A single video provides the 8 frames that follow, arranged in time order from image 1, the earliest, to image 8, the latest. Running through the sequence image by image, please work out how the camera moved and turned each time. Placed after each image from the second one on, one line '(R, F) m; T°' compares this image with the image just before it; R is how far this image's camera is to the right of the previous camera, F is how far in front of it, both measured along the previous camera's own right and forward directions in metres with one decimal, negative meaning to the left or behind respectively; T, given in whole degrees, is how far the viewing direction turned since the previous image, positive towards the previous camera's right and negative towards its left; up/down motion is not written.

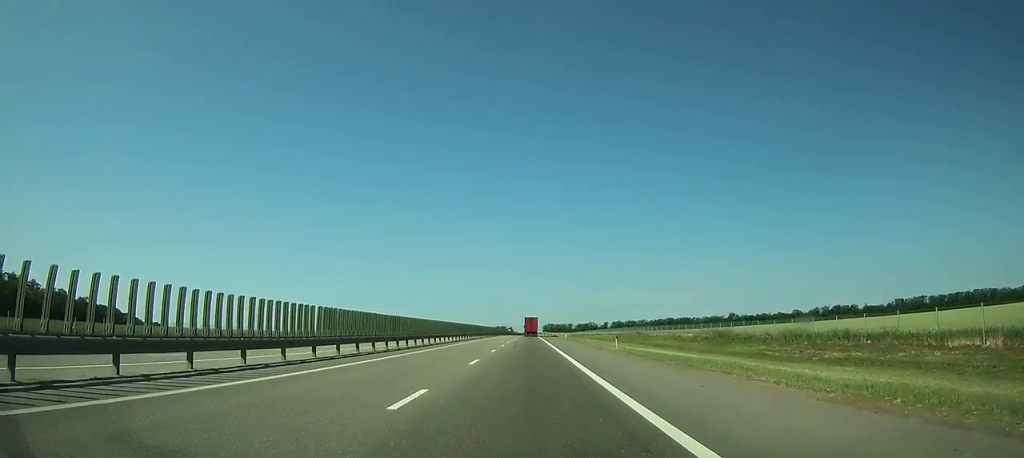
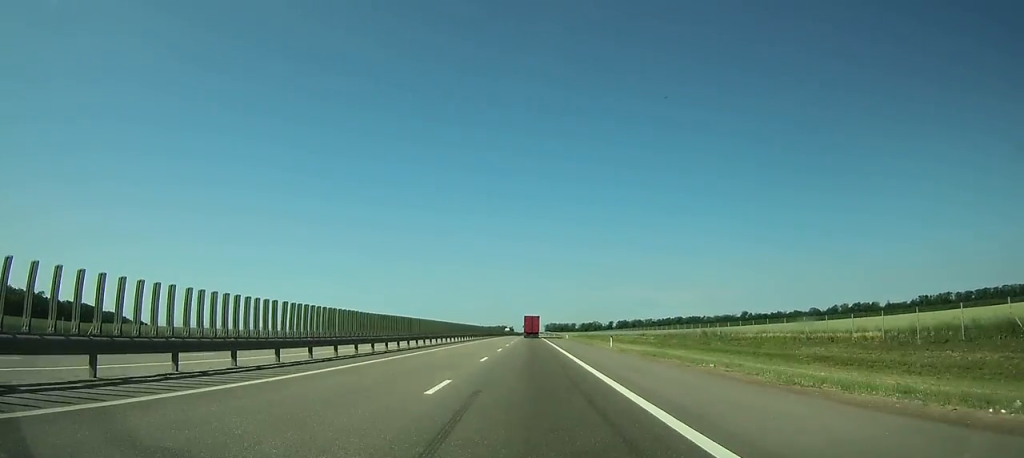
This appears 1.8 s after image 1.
(+0.2, +45.6) m; 0°
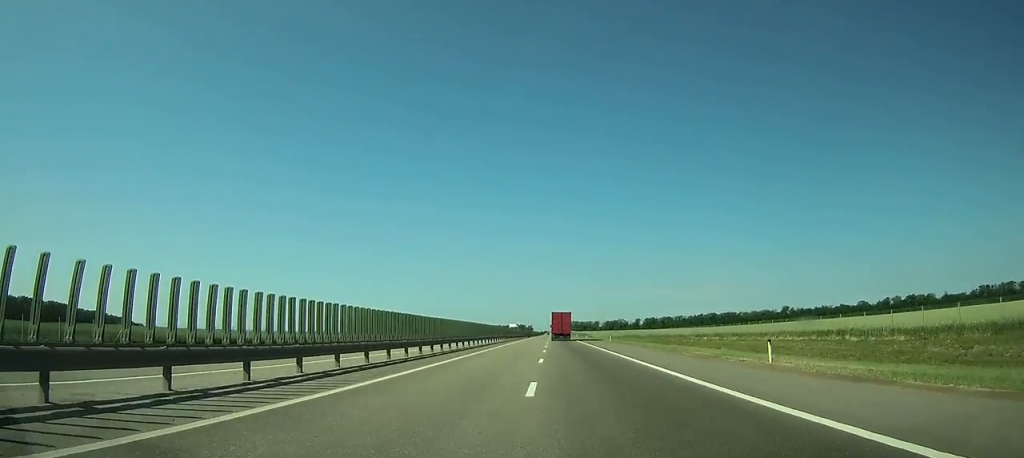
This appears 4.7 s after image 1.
(-0.9, +71.6) m; -1°
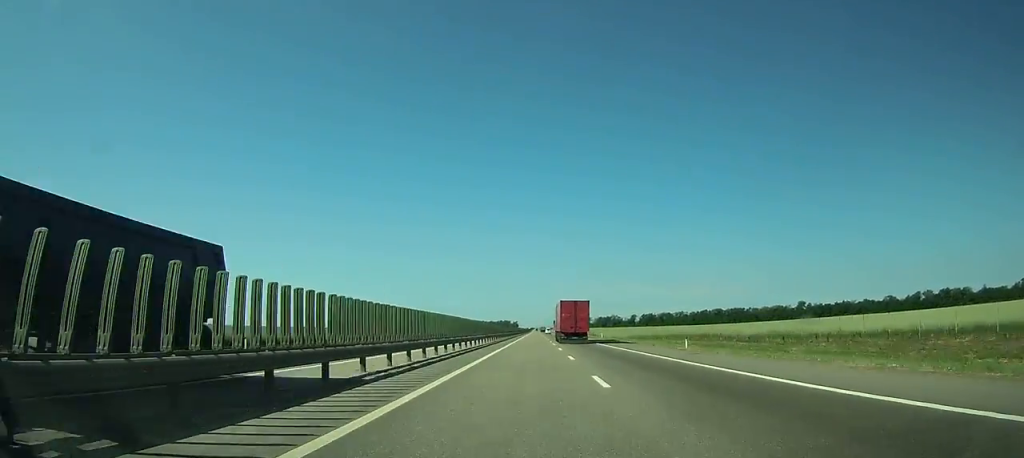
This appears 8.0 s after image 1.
(0.0, +82.4) m; 0°
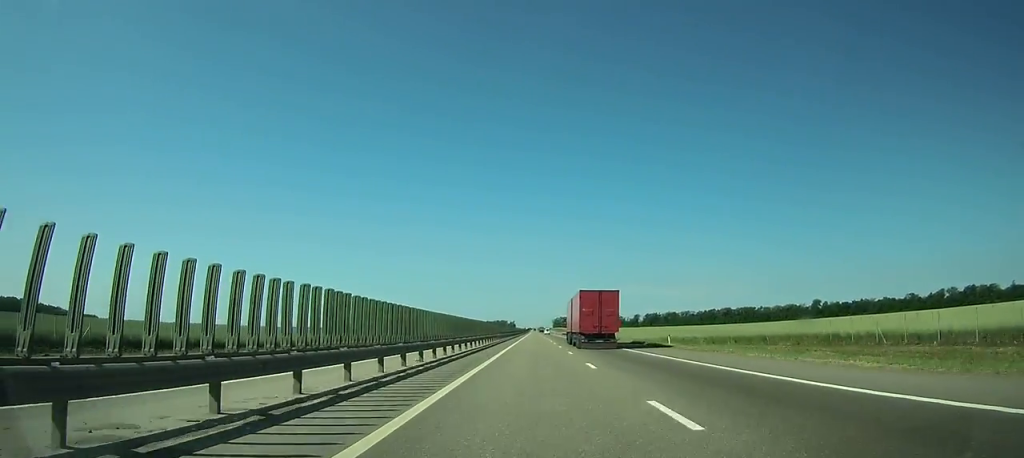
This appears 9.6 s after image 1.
(+0.3, +43.2) m; 0°
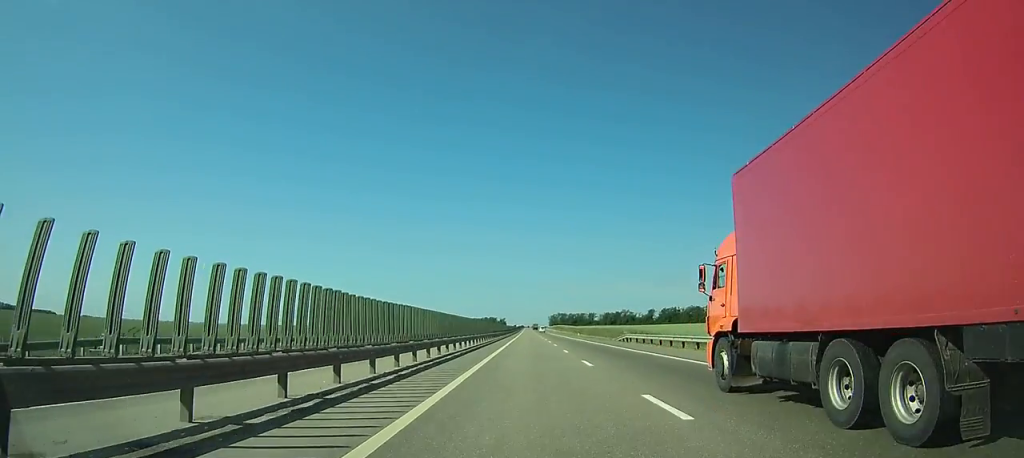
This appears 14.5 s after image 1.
(+1.2, +134.8) m; +1°
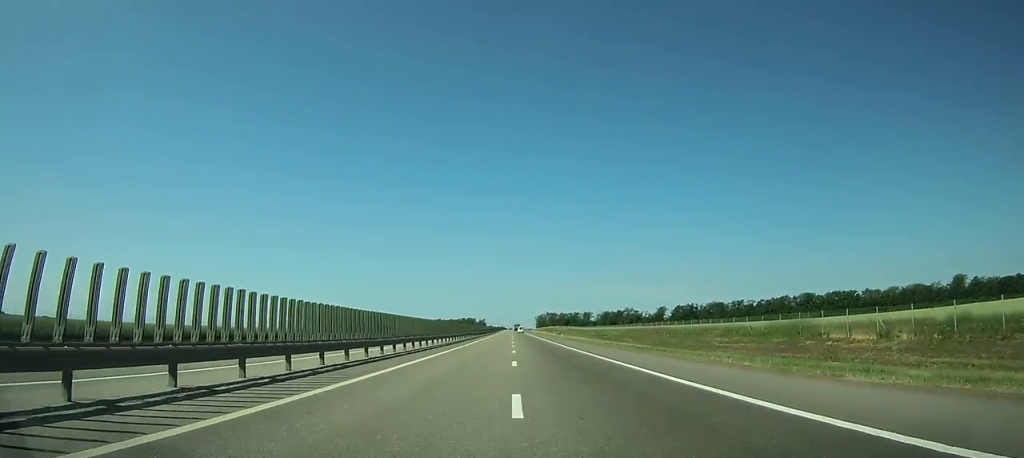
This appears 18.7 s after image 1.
(+1.4, +116.0) m; +1°
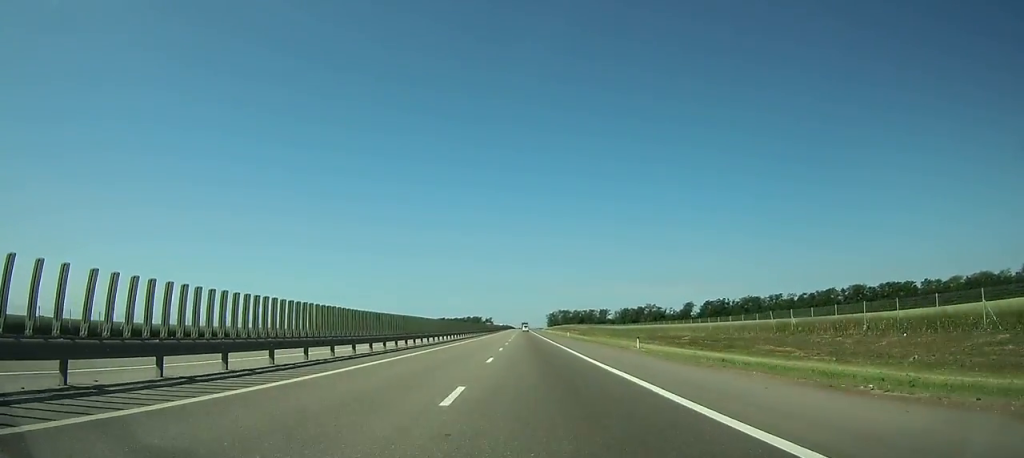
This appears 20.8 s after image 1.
(-0.1, +57.8) m; 0°
